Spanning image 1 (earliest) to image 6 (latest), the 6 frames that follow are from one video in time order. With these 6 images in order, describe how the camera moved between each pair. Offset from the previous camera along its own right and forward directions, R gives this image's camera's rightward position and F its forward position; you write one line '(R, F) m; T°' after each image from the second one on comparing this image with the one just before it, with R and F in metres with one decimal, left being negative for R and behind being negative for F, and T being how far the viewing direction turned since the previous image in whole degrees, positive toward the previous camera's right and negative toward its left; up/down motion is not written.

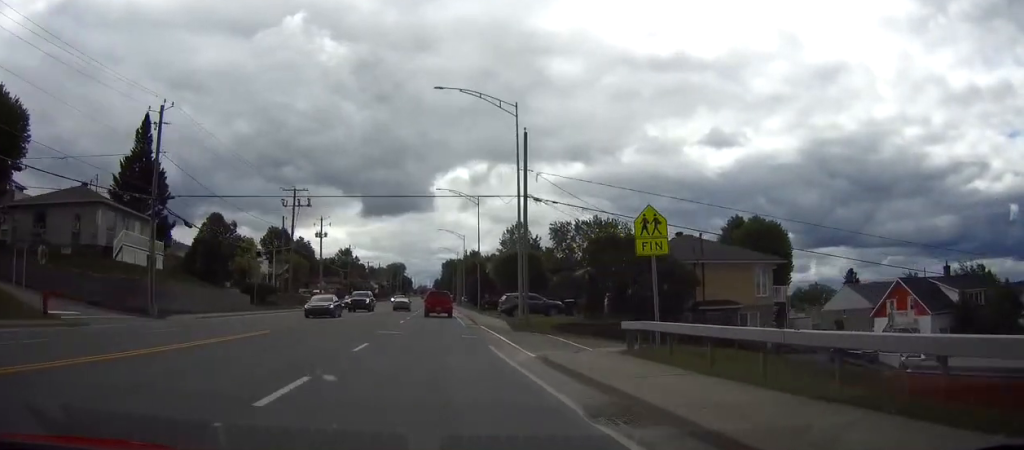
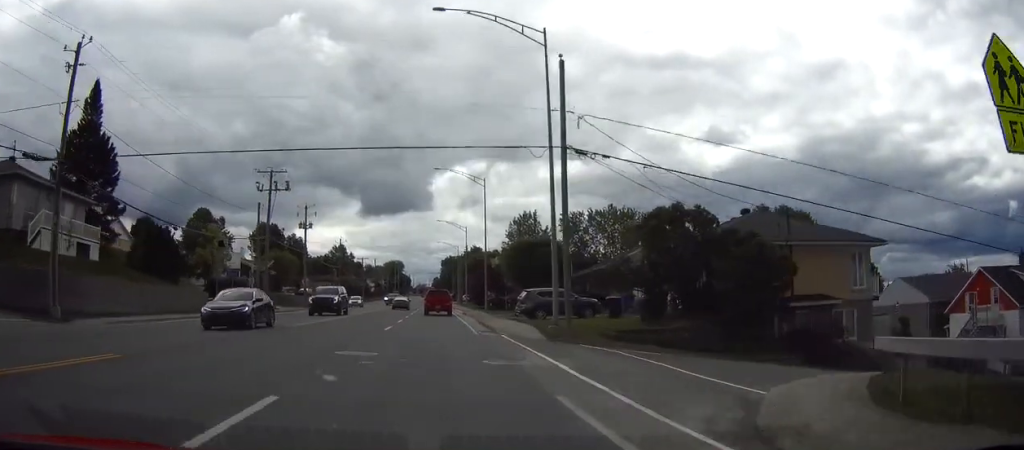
(0.0, +10.9) m; 0°
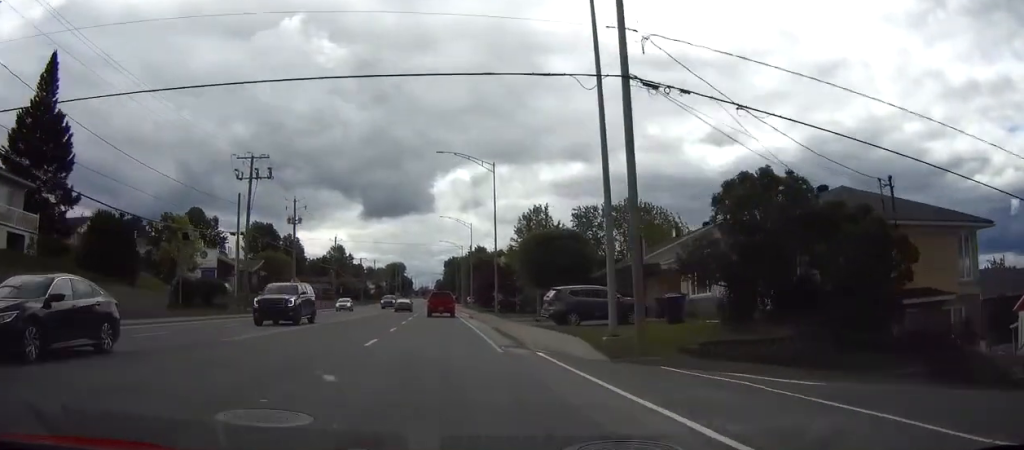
(0.0, +8.1) m; 0°
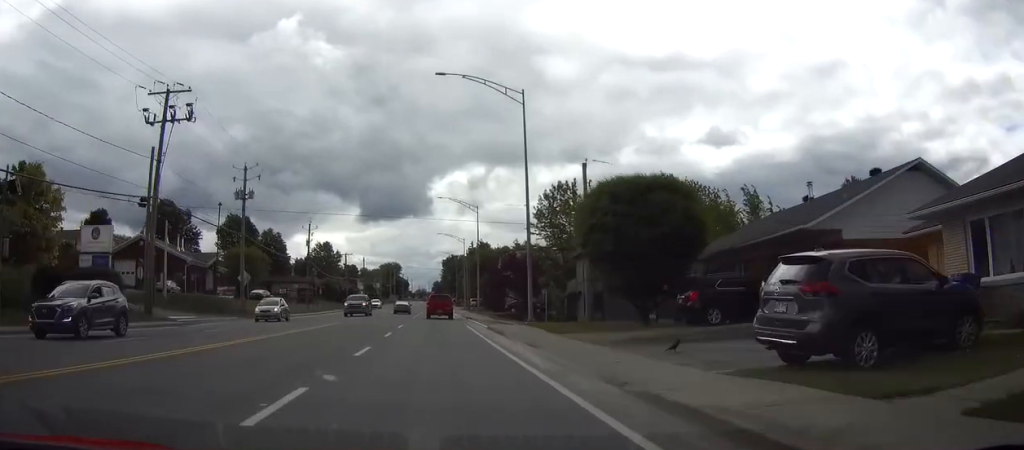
(+0.1, +20.3) m; +1°
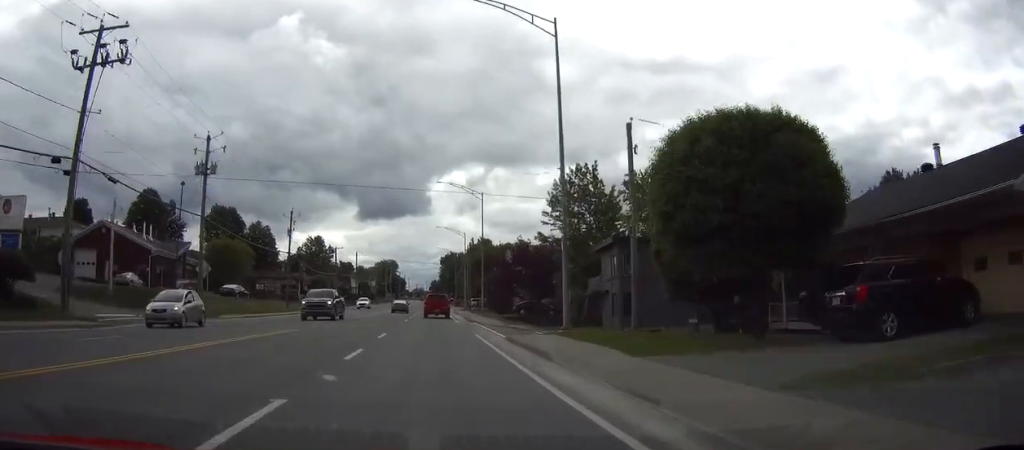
(0.0, +10.1) m; 0°
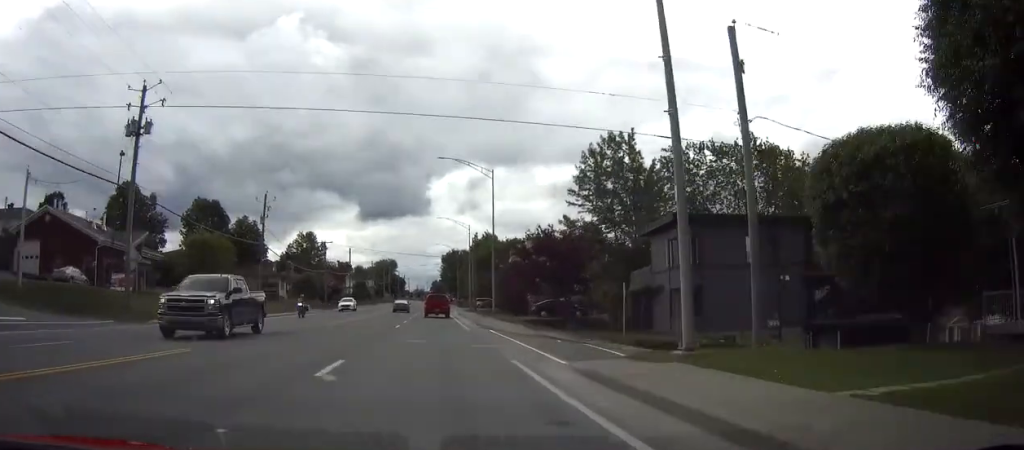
(+0.1, +12.2) m; 0°
